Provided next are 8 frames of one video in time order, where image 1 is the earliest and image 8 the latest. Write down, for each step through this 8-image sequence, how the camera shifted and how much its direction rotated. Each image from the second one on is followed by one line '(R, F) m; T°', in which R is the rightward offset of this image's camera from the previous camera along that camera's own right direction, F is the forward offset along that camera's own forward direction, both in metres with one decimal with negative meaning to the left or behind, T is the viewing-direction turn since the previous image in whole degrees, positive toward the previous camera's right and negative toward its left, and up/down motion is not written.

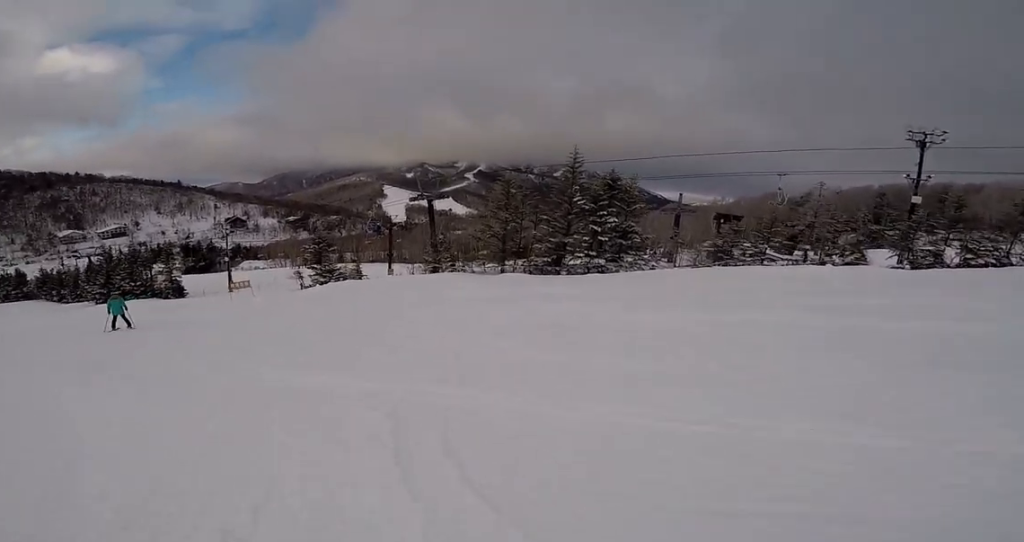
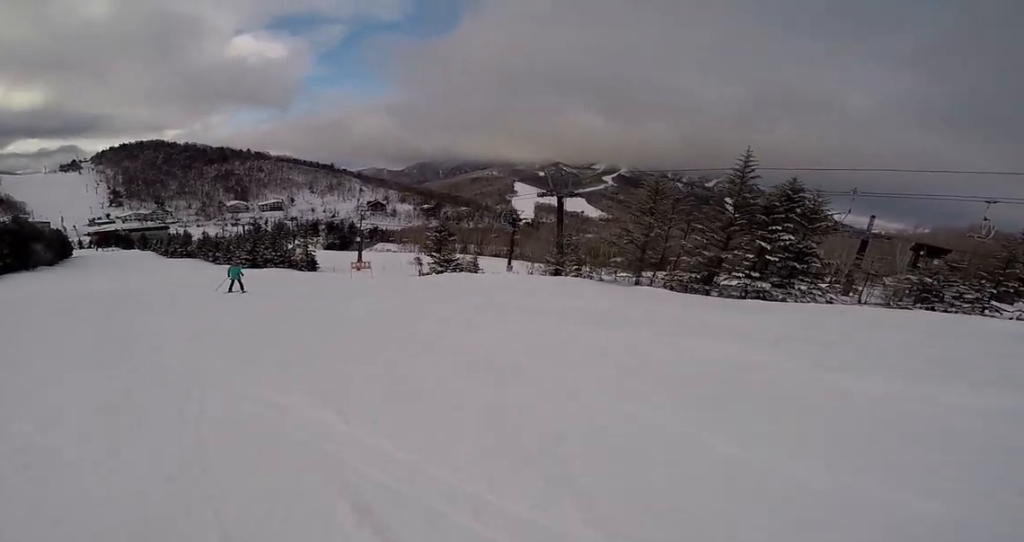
(0.0, +2.5) m; -10°
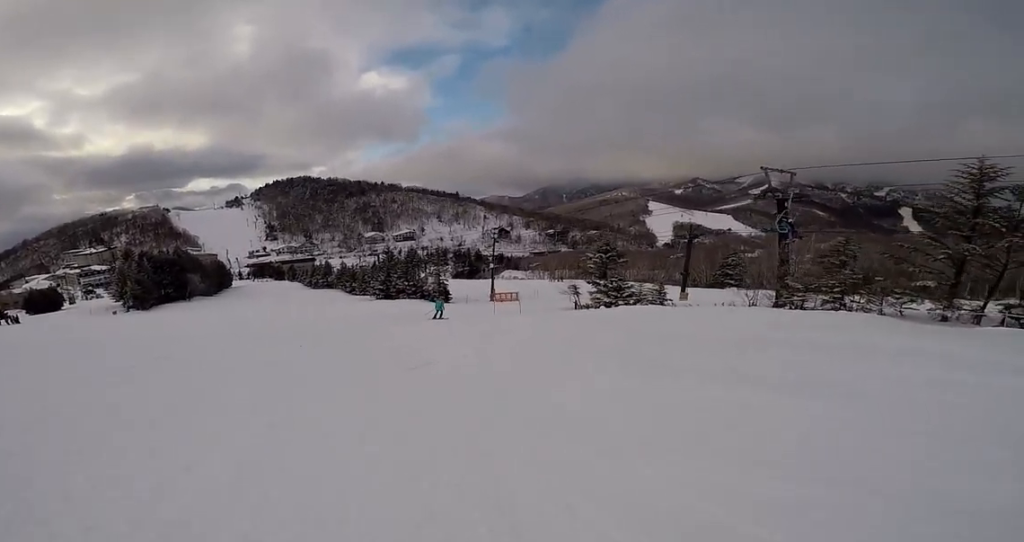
(-3.0, +10.1) m; -14°
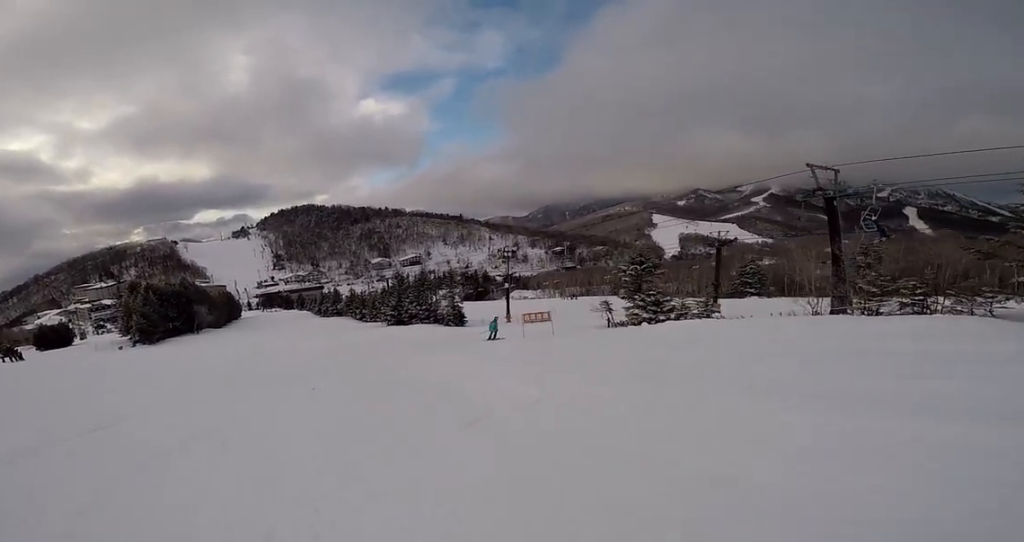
(+0.1, +3.2) m; +5°
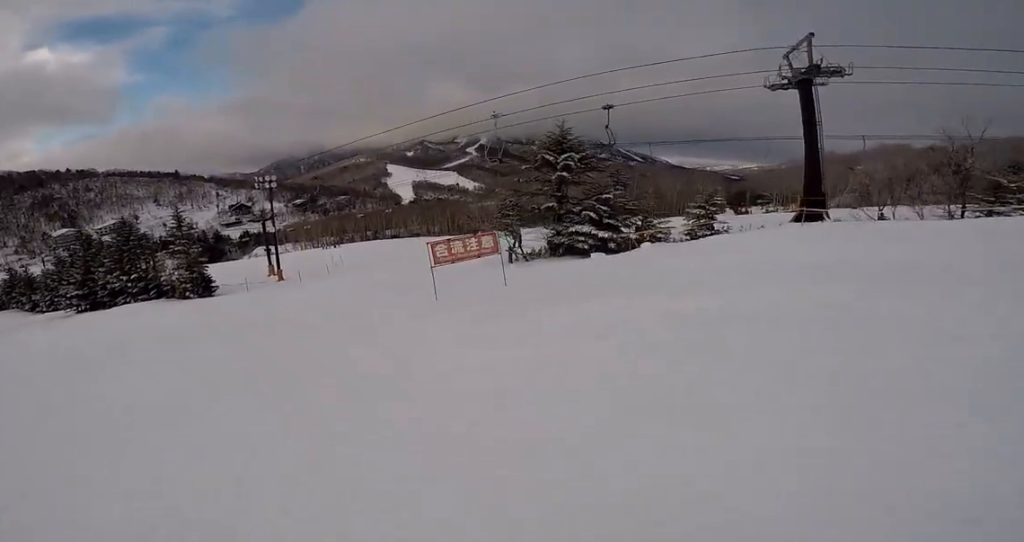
(+3.9, +16.8) m; +30°
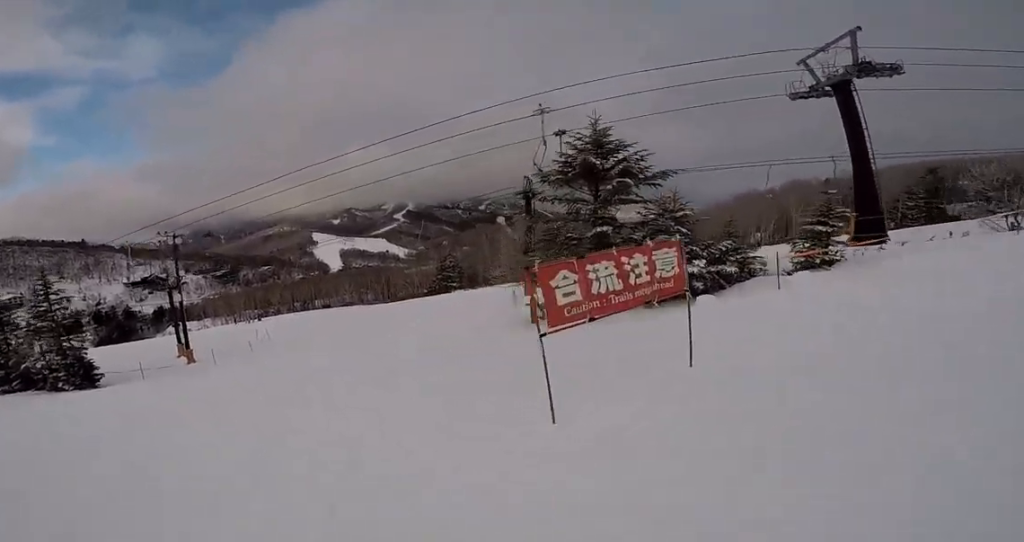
(+0.9, +6.3) m; +16°
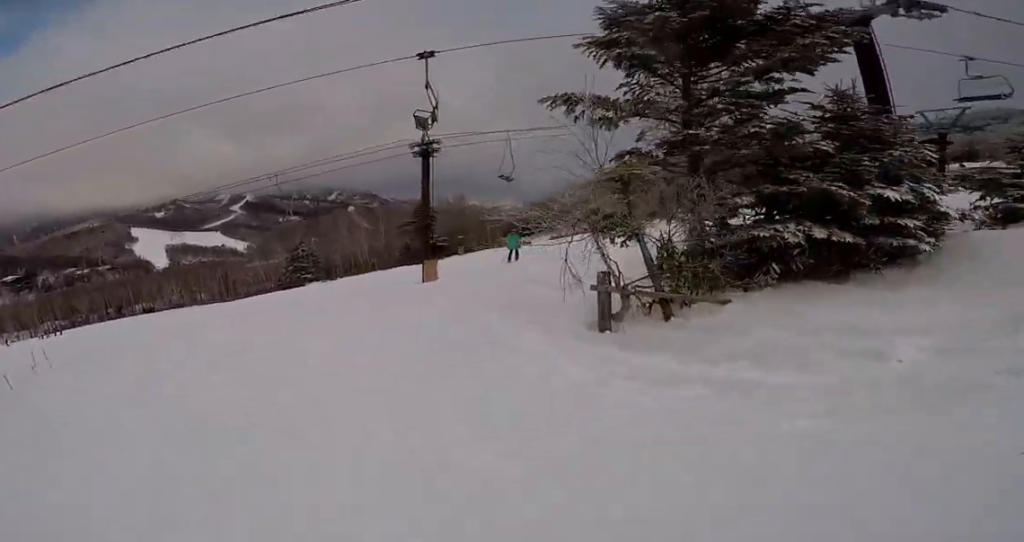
(+1.4, +7.3) m; +17°
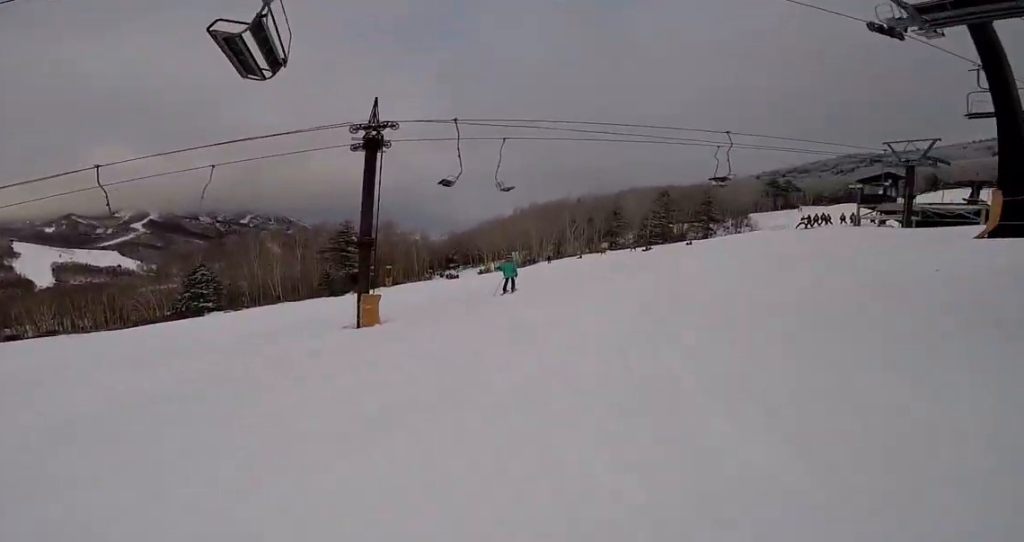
(+0.7, +6.4) m; +7°
